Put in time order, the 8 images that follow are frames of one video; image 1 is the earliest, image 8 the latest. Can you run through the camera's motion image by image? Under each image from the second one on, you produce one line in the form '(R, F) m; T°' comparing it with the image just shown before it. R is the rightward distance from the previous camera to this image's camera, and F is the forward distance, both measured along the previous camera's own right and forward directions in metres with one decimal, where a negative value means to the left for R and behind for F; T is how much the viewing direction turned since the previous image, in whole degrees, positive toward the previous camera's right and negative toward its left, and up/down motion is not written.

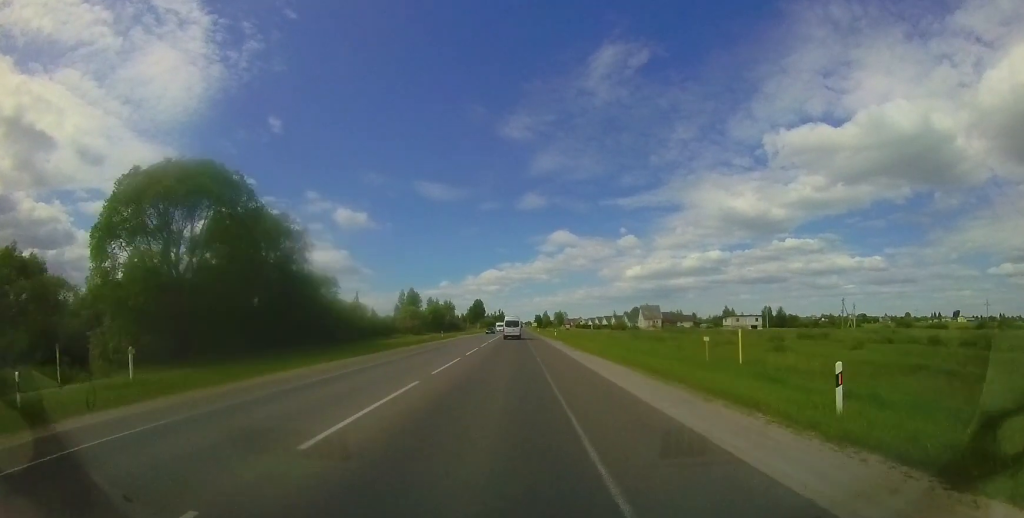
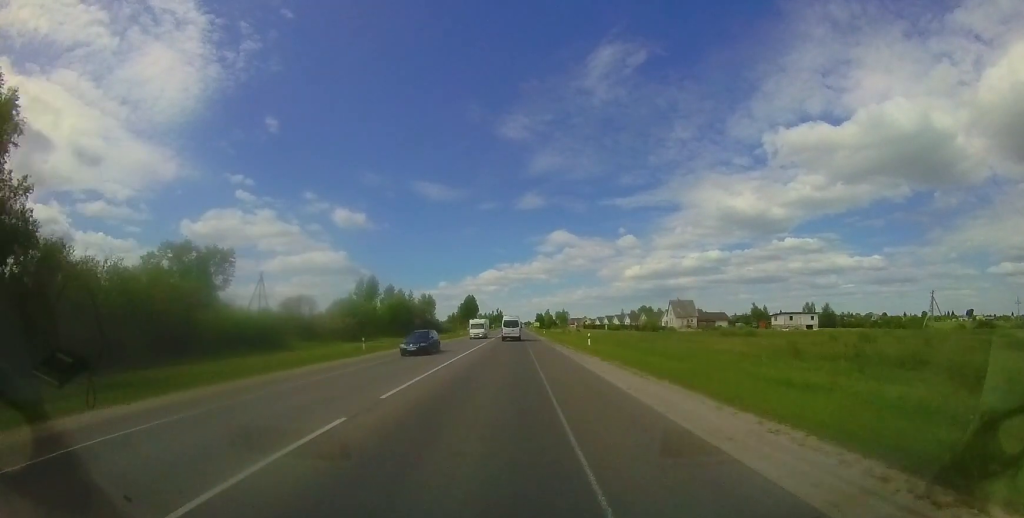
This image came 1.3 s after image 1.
(-0.2, +28.6) m; -1°
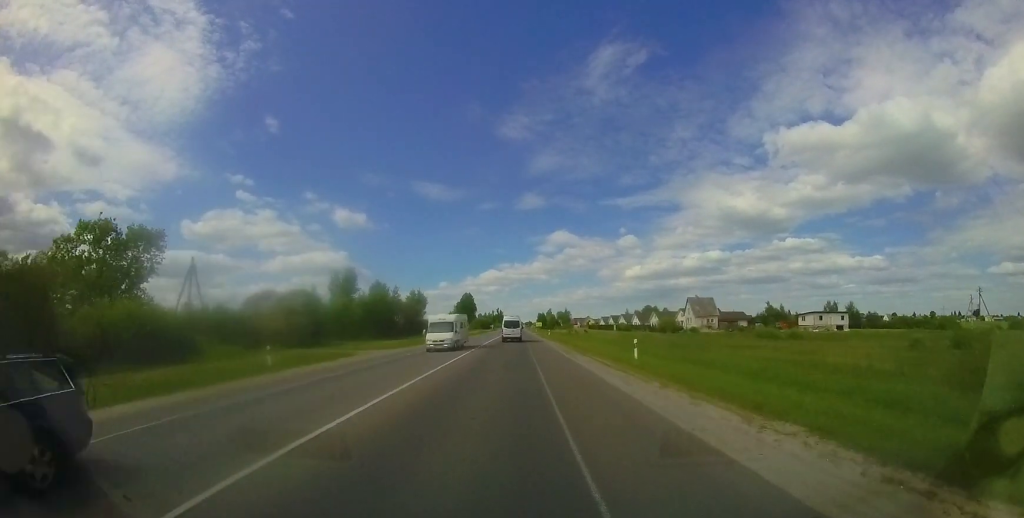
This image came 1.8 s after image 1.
(0.0, +11.8) m; 0°
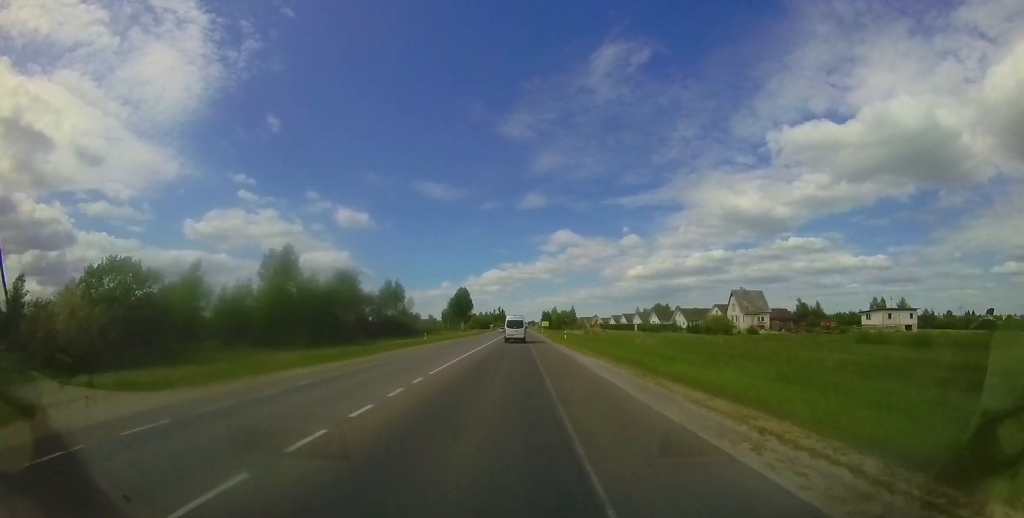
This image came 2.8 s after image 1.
(0.0, +20.6) m; 0°
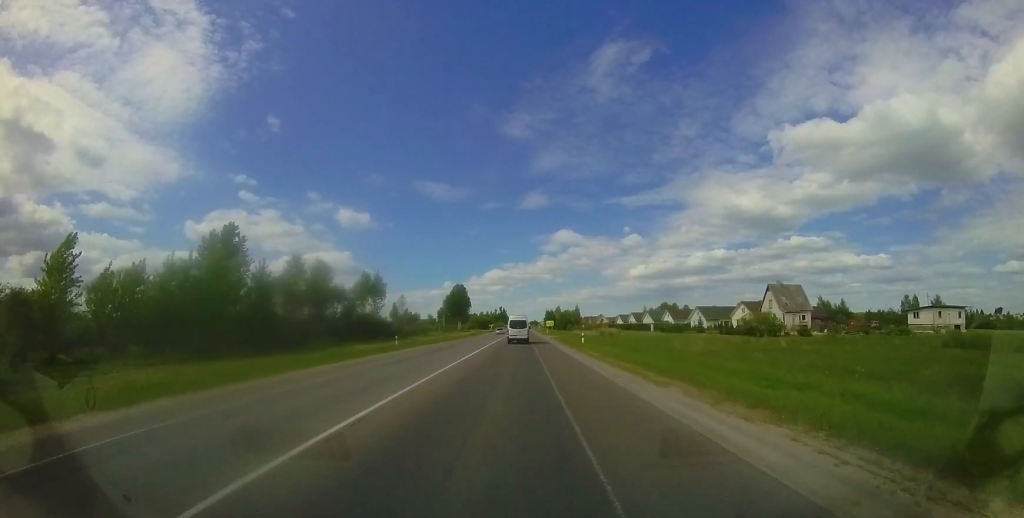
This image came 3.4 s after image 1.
(-0.1, +12.4) m; 0°
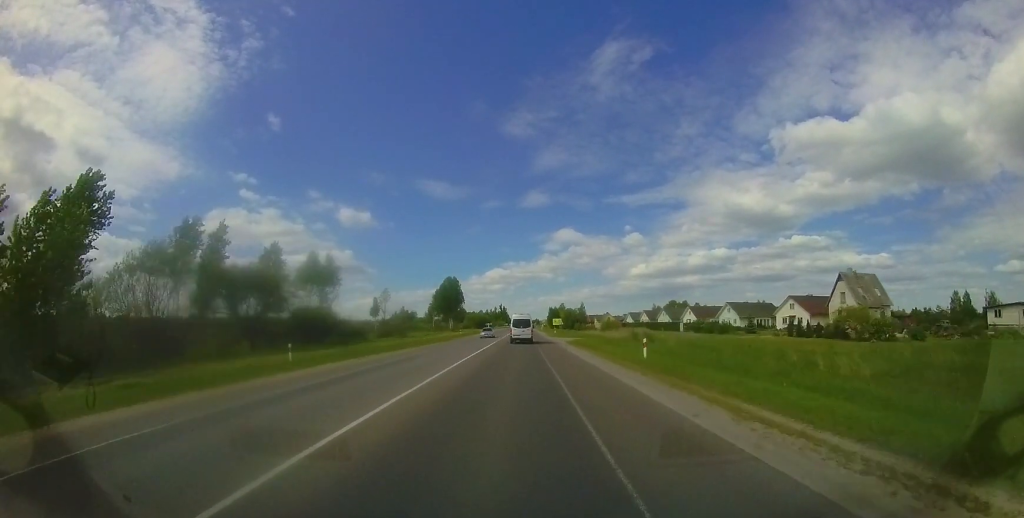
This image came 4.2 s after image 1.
(+0.2, +17.2) m; 0°
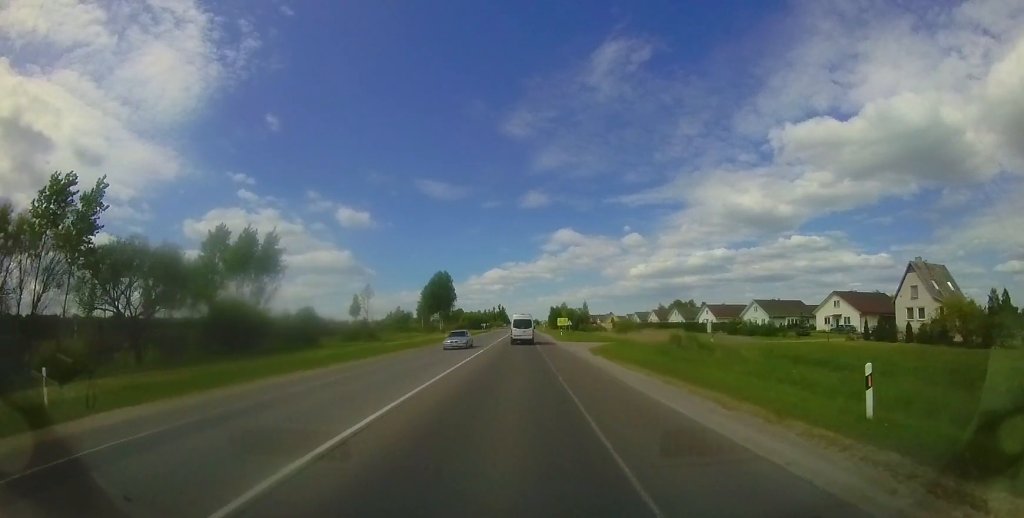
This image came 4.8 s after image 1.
(-0.1, +11.9) m; 0°
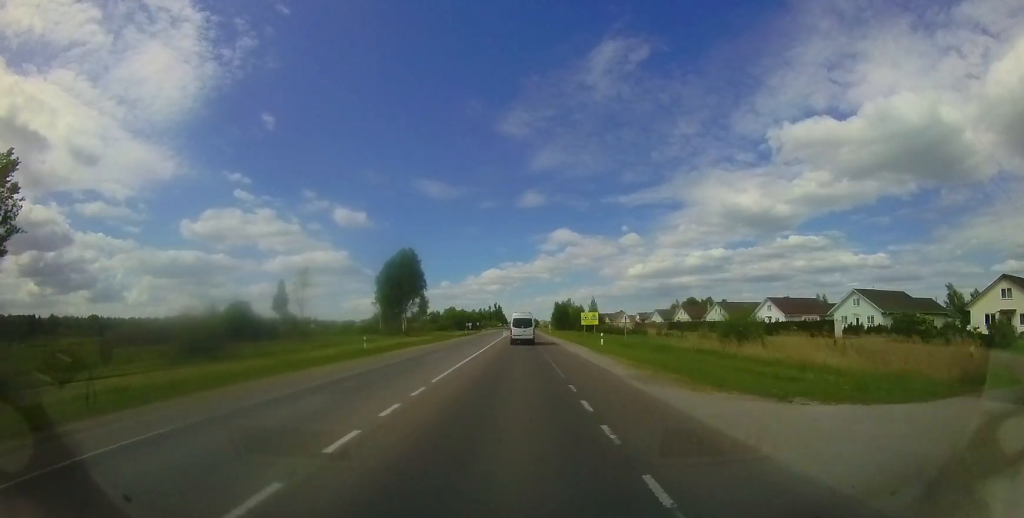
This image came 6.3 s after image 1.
(0.0, +30.0) m; +1°
